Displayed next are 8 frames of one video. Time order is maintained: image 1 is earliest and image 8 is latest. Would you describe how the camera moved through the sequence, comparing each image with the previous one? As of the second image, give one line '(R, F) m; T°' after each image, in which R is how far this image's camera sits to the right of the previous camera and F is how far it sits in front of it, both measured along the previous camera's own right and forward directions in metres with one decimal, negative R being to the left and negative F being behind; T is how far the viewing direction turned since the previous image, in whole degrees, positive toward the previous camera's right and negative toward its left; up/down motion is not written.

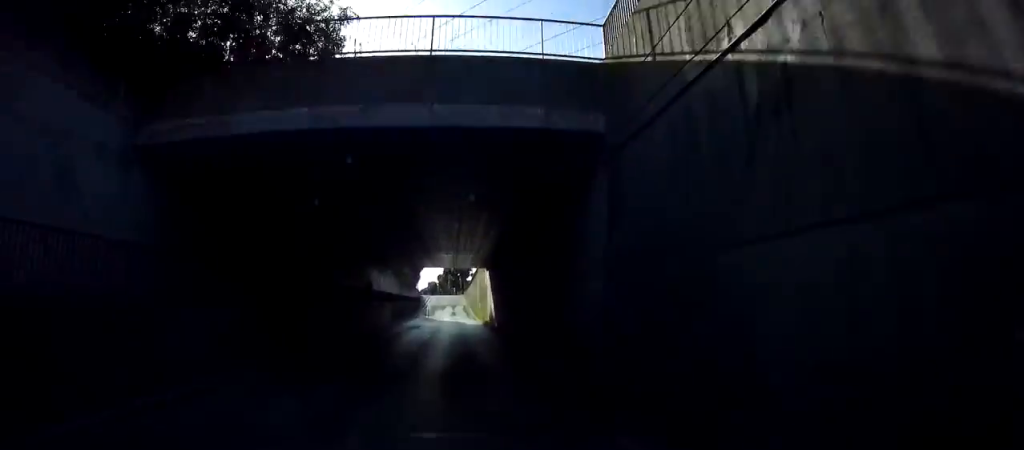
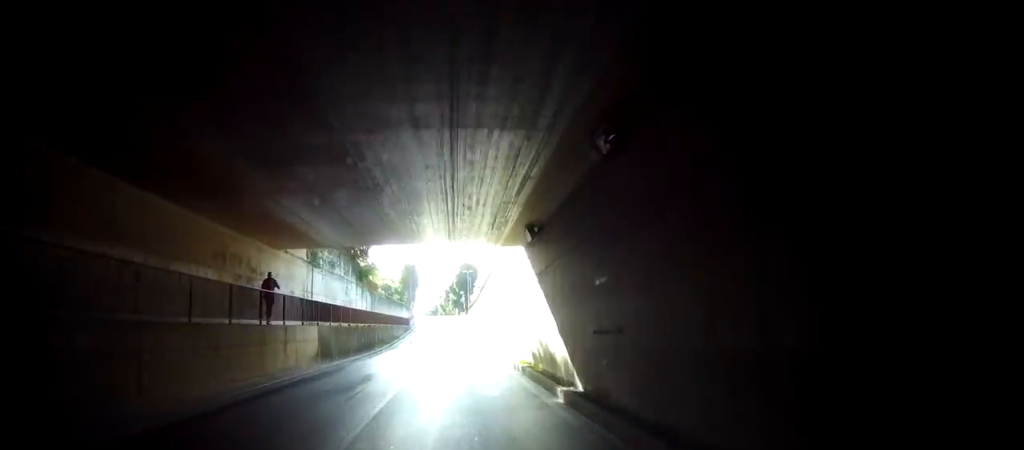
(+0.3, +21.1) m; +3°
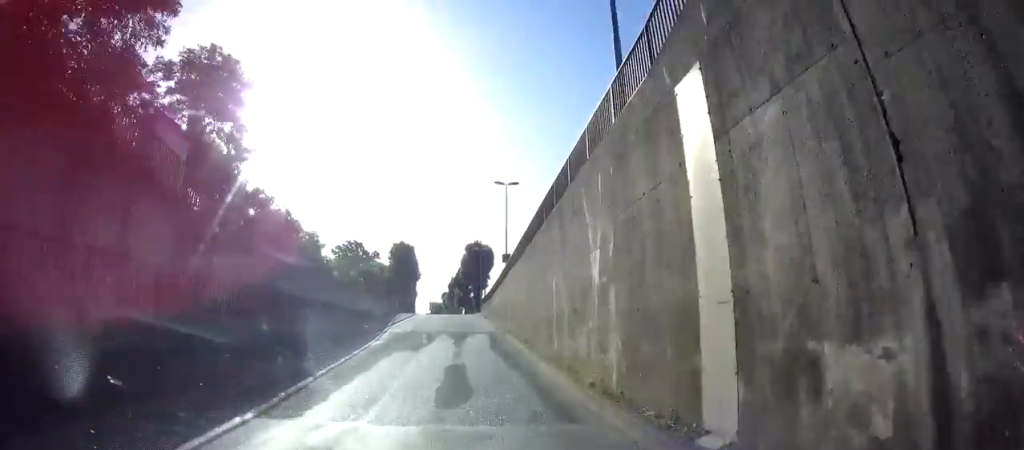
(-0.7, +29.6) m; -7°
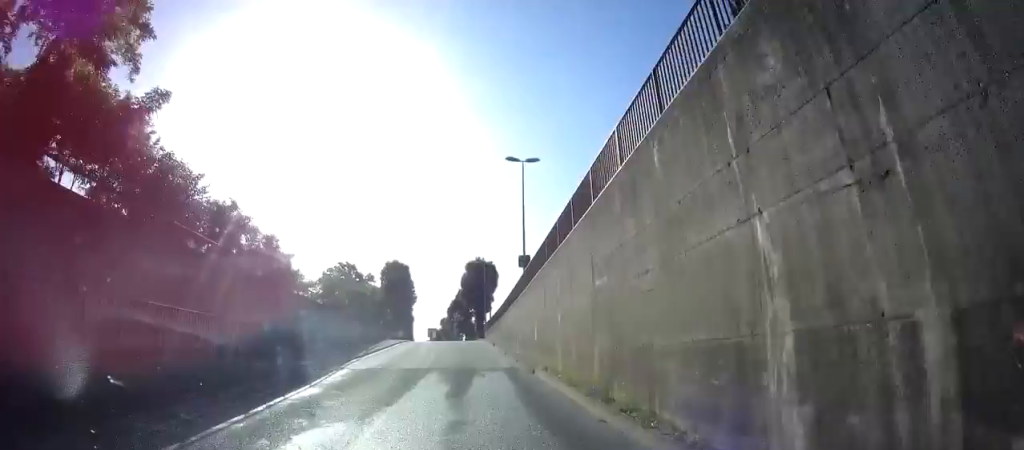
(-0.7, +10.2) m; -3°
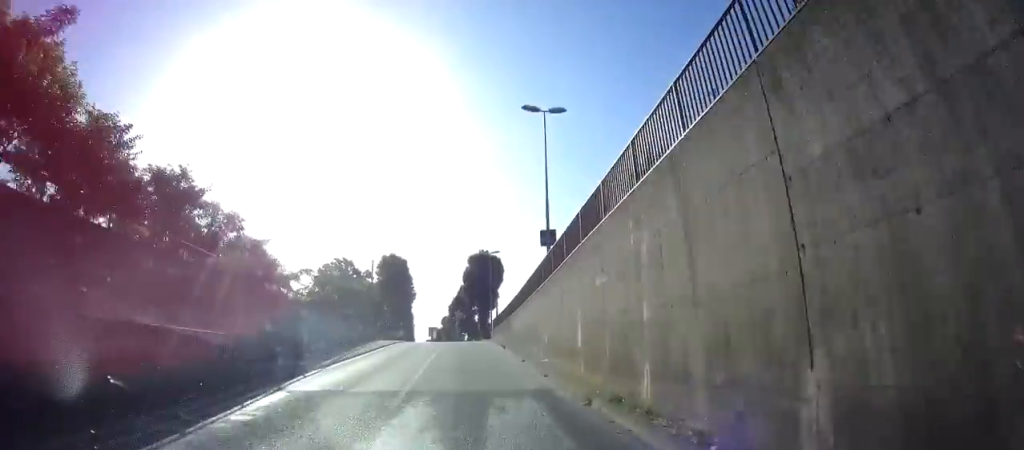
(+0.2, +6.4) m; 0°
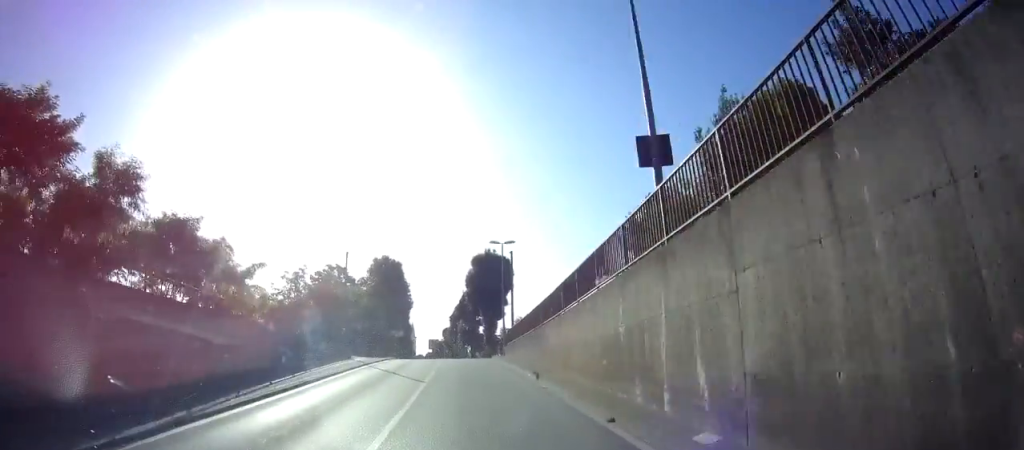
(+0.2, +10.7) m; 0°
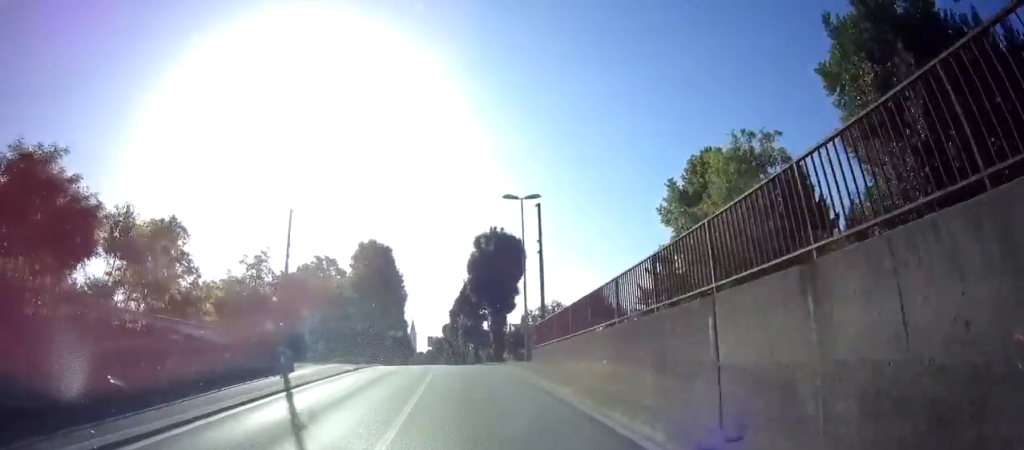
(-0.4, +11.1) m; +1°
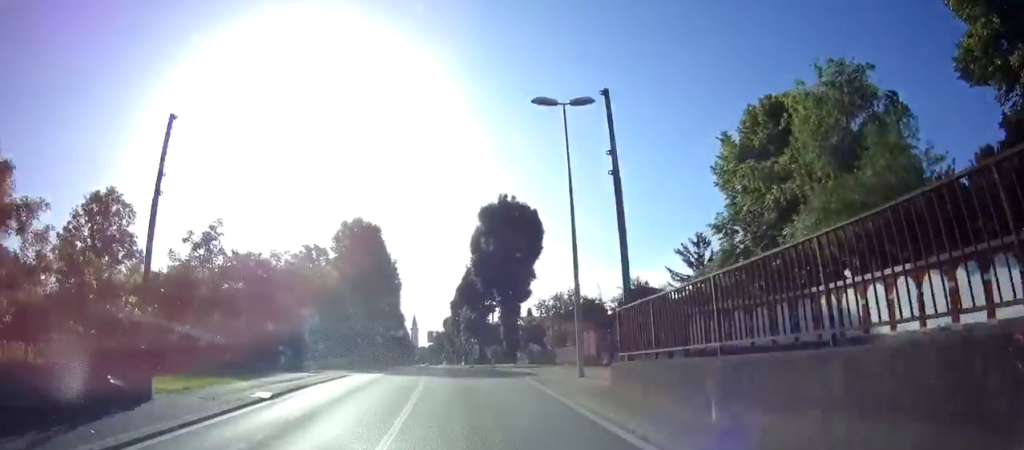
(+0.4, +10.5) m; 0°
